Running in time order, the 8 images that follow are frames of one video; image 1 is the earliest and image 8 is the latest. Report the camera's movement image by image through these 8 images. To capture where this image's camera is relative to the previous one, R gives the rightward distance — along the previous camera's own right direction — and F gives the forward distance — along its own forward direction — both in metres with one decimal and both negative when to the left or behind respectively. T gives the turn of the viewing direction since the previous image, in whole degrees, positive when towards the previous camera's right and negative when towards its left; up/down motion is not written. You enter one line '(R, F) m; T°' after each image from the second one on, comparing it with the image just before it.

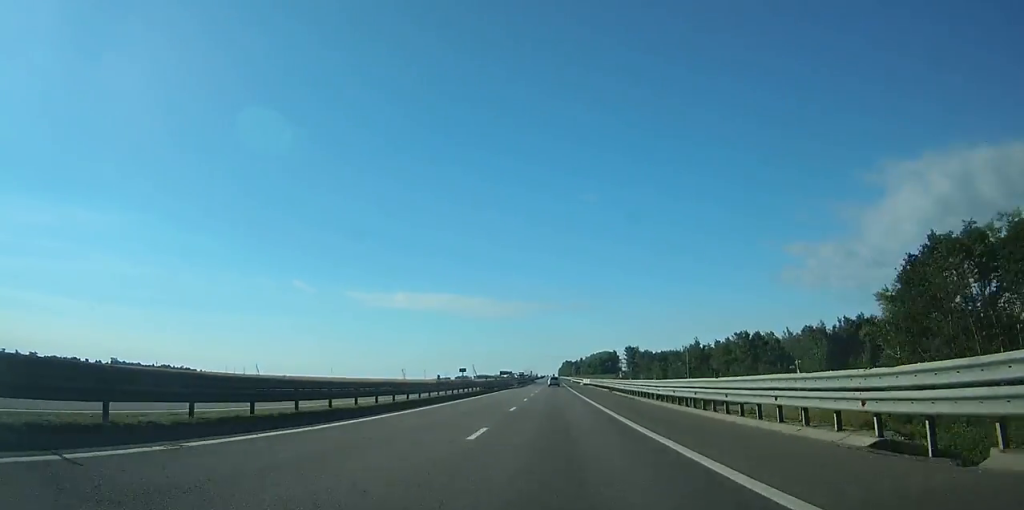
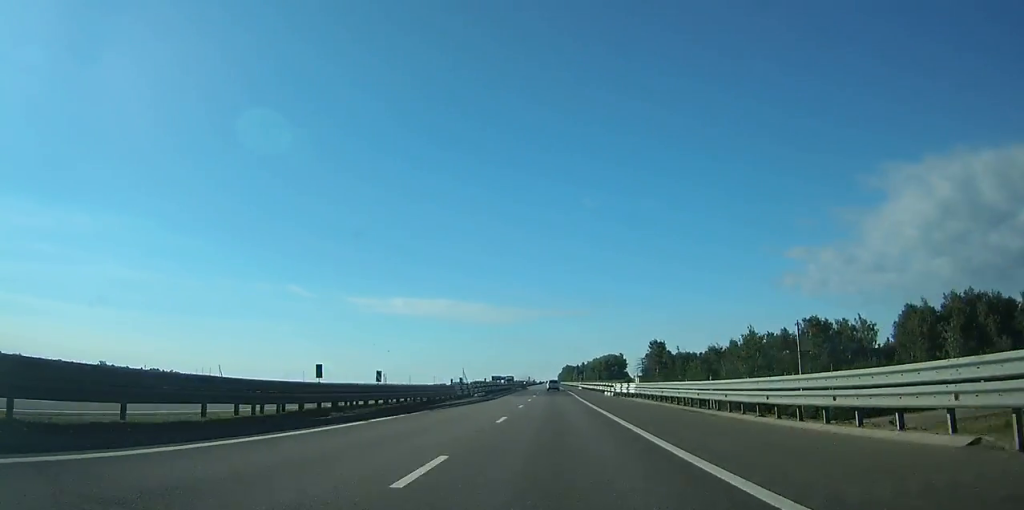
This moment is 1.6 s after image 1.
(0.0, +57.8) m; 0°
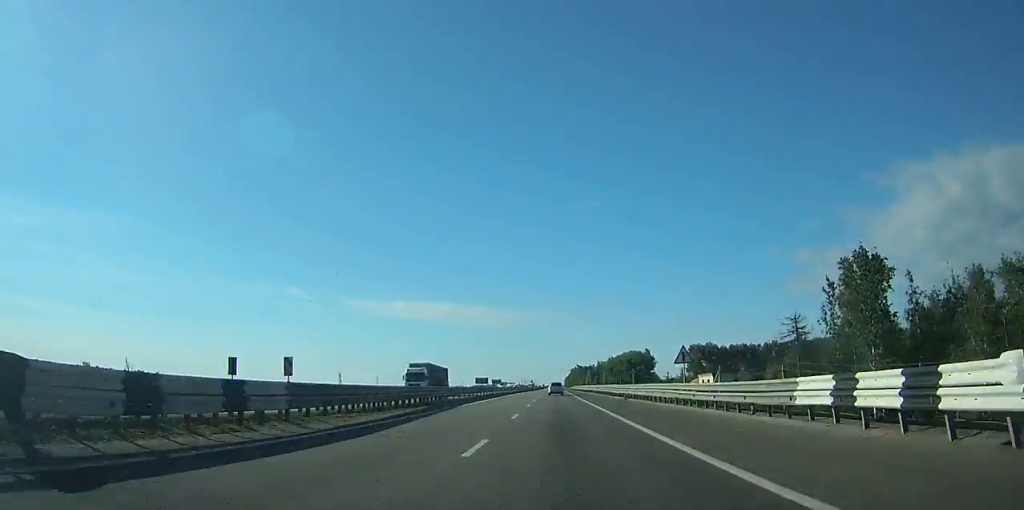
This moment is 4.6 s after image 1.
(-0.3, +112.7) m; 0°
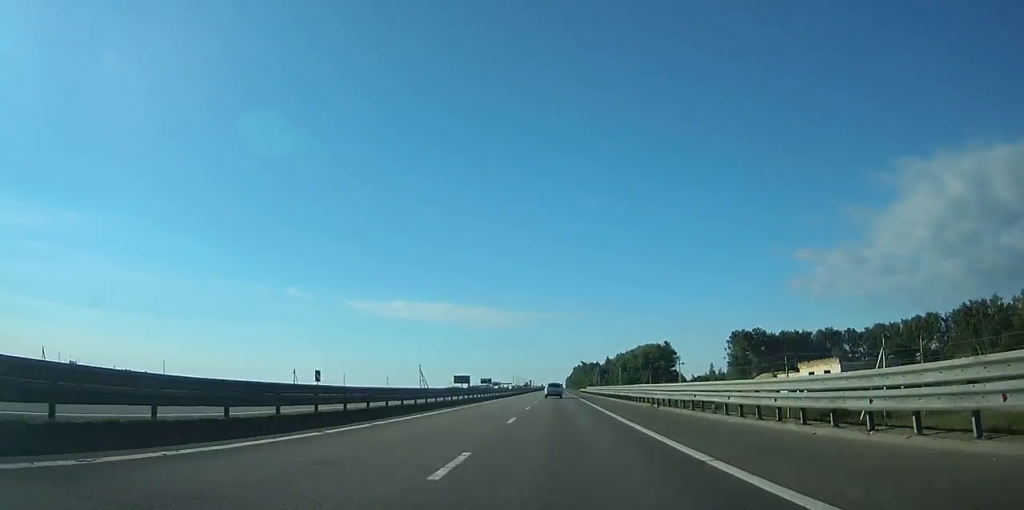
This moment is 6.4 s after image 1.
(-0.1, +65.5) m; 0°
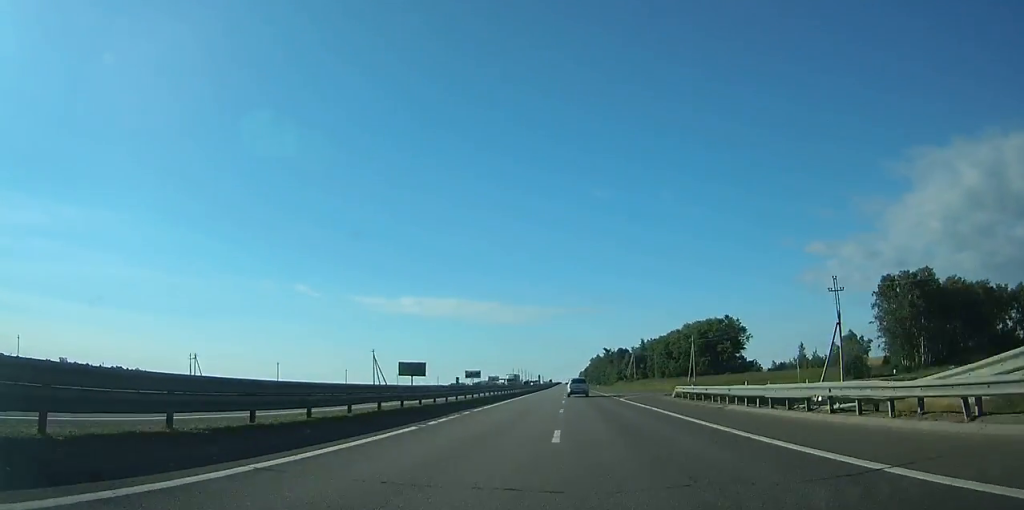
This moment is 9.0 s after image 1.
(-0.6, +93.4) m; 0°
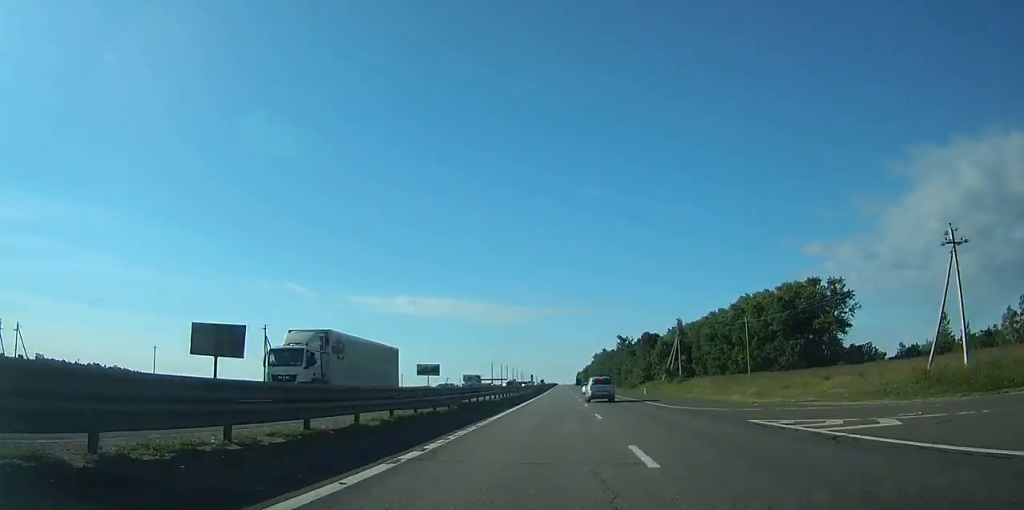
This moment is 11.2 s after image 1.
(+0.1, +74.6) m; 0°
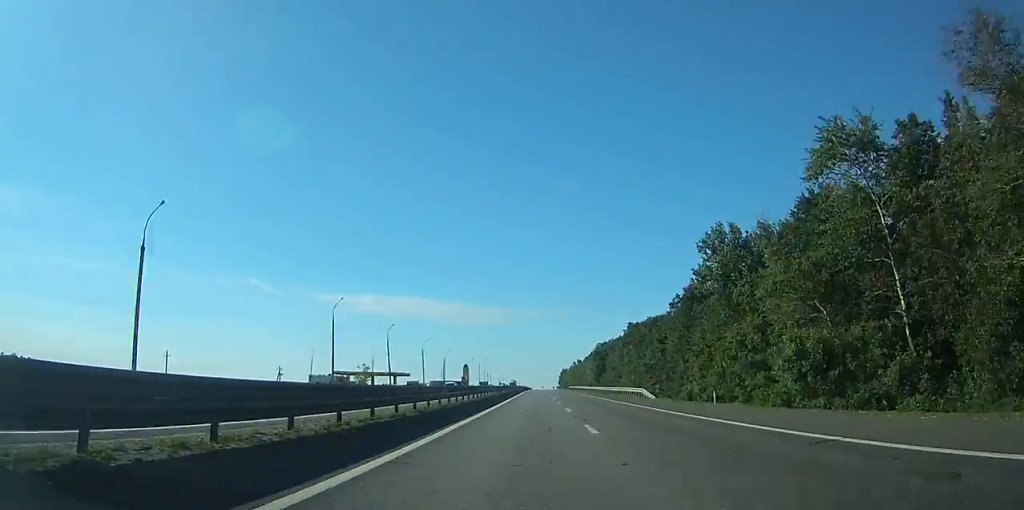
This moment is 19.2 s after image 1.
(+3.1, +264.0) m; +1°
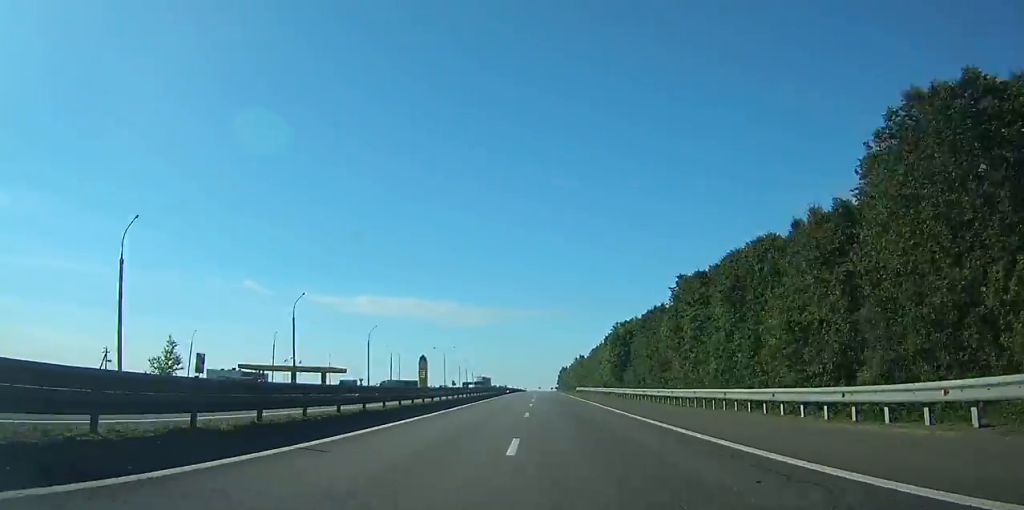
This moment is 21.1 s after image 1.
(+0.4, +64.3) m; 0°
